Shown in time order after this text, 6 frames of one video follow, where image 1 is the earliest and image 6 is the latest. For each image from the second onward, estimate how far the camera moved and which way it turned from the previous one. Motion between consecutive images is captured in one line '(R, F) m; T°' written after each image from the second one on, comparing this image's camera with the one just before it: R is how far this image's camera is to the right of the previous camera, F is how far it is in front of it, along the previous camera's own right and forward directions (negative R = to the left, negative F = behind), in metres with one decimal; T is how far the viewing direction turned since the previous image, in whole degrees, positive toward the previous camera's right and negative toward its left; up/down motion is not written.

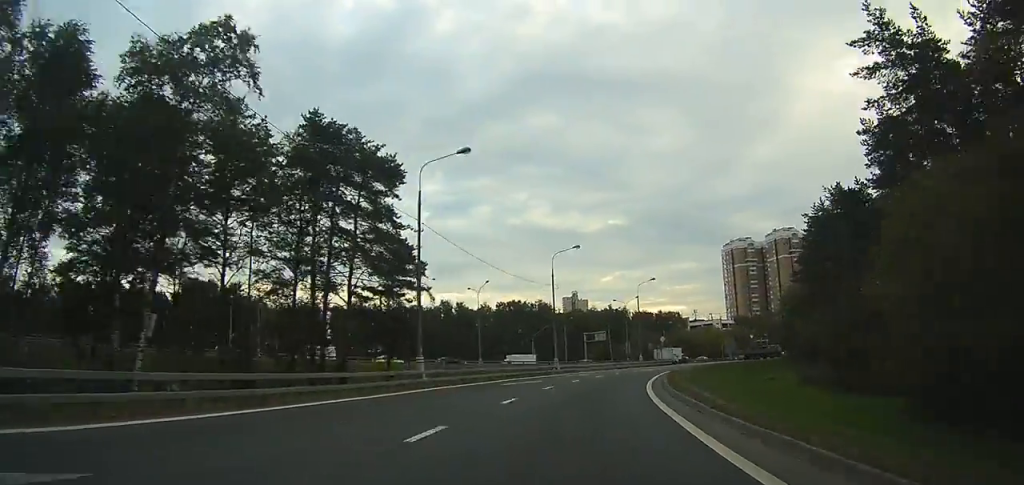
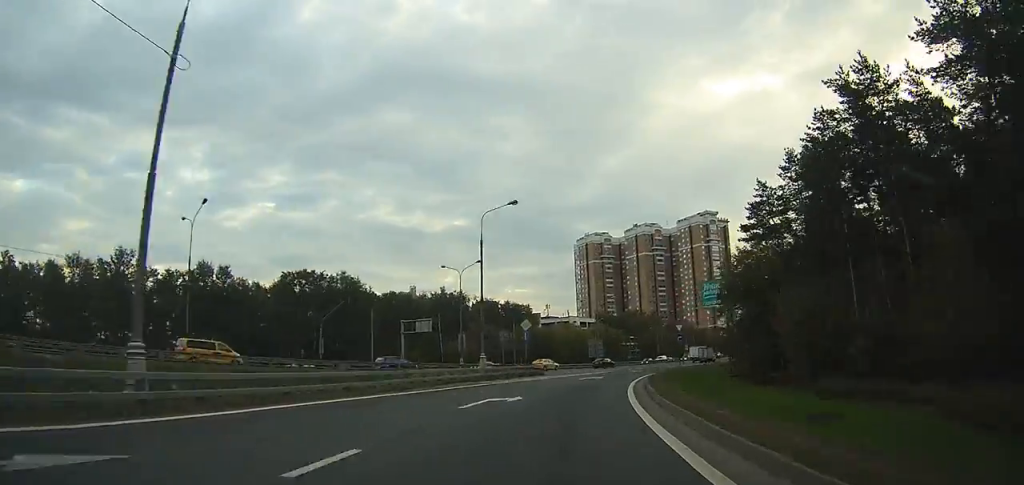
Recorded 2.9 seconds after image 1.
(+6.4, +43.2) m; +16°
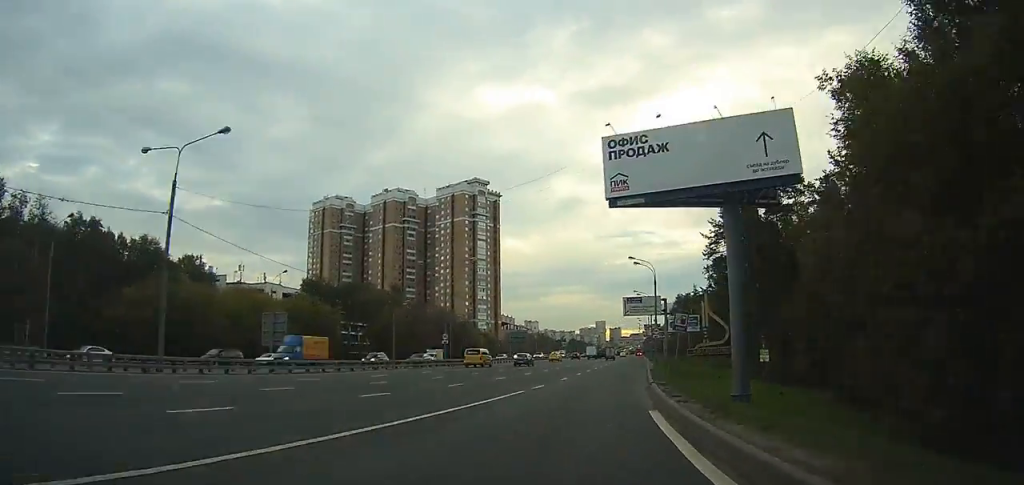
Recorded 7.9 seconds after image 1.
(+14.7, +68.0) m; +23°
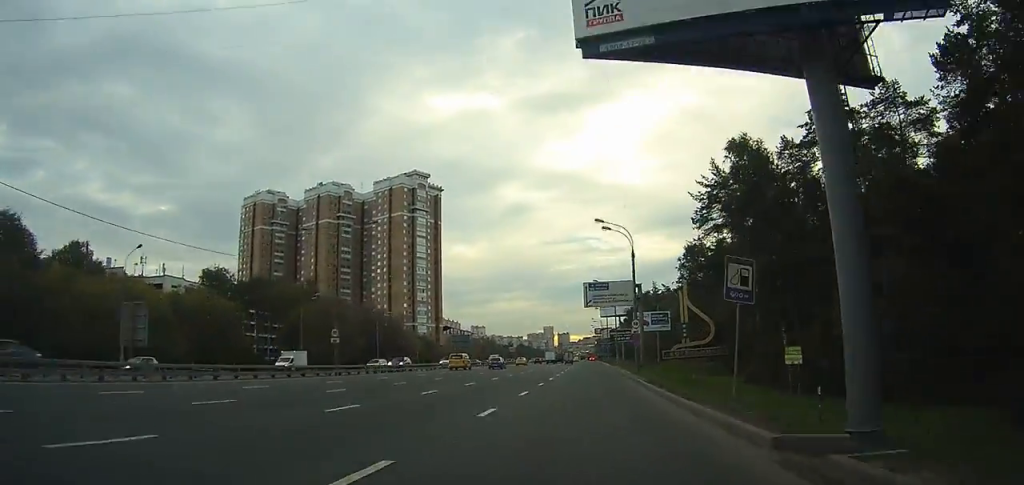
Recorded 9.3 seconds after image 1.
(+0.8, +20.8) m; +3°
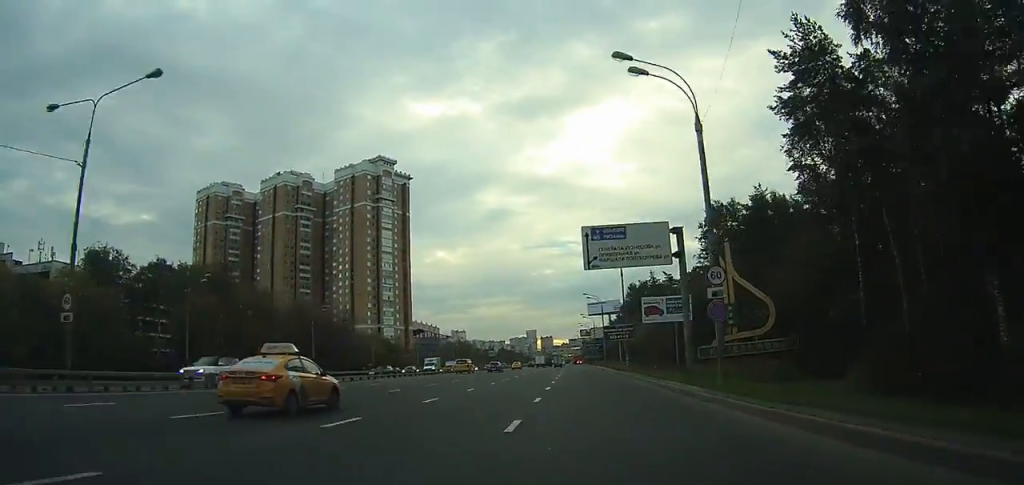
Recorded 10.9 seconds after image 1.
(+0.7, +27.6) m; +3°
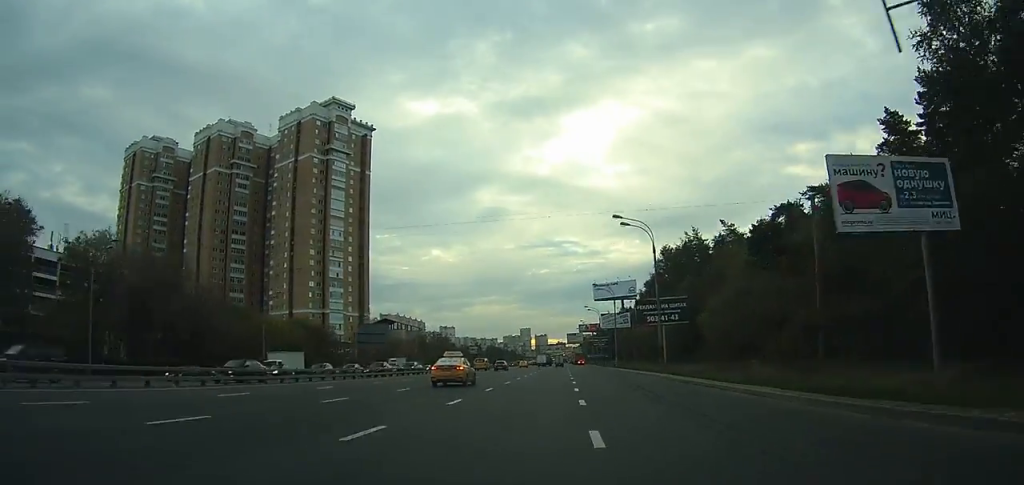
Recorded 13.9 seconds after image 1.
(+1.3, +51.0) m; +2°
